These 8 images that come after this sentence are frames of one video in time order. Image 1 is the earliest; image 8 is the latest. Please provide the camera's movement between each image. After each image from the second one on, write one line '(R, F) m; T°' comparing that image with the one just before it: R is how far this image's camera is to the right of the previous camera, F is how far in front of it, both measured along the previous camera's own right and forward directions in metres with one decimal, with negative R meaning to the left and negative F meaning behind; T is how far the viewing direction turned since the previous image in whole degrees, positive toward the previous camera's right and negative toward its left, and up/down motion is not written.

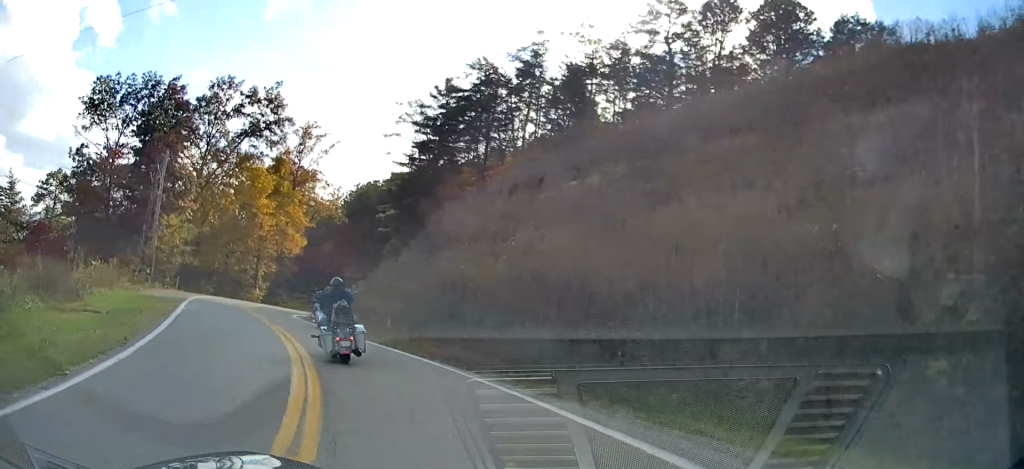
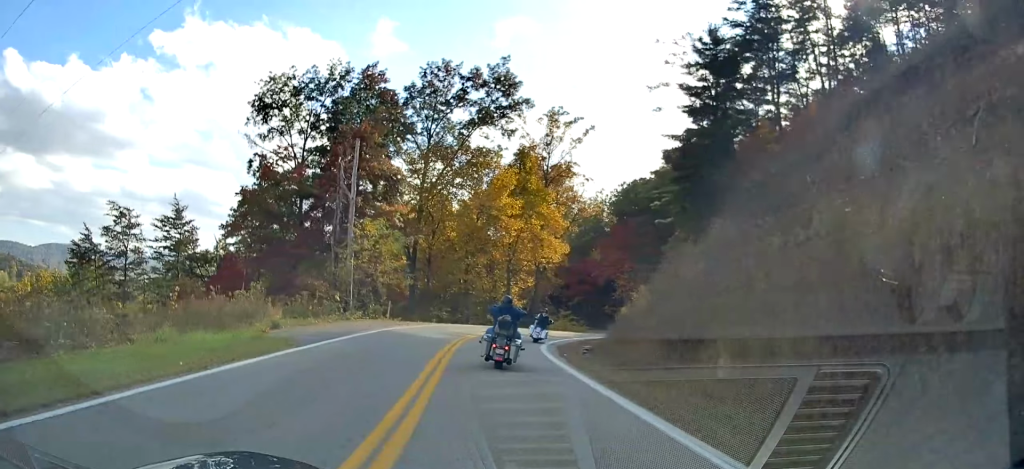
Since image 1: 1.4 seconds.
(-2.5, +13.3) m; -20°
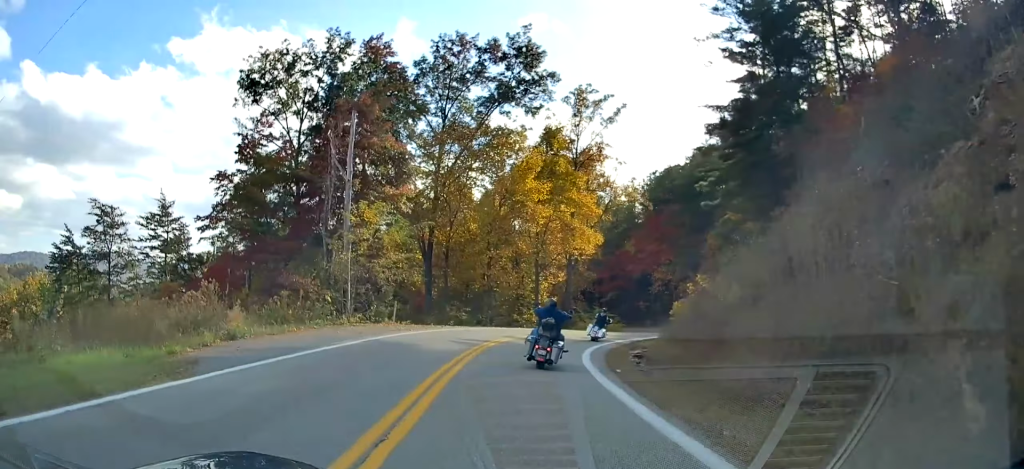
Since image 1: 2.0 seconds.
(-0.5, +6.2) m; -11°
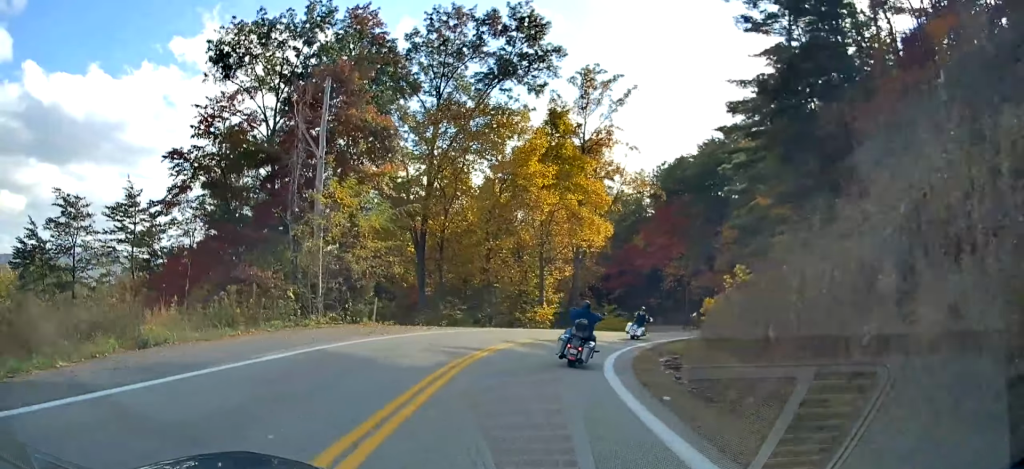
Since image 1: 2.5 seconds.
(+0.3, +4.8) m; -8°
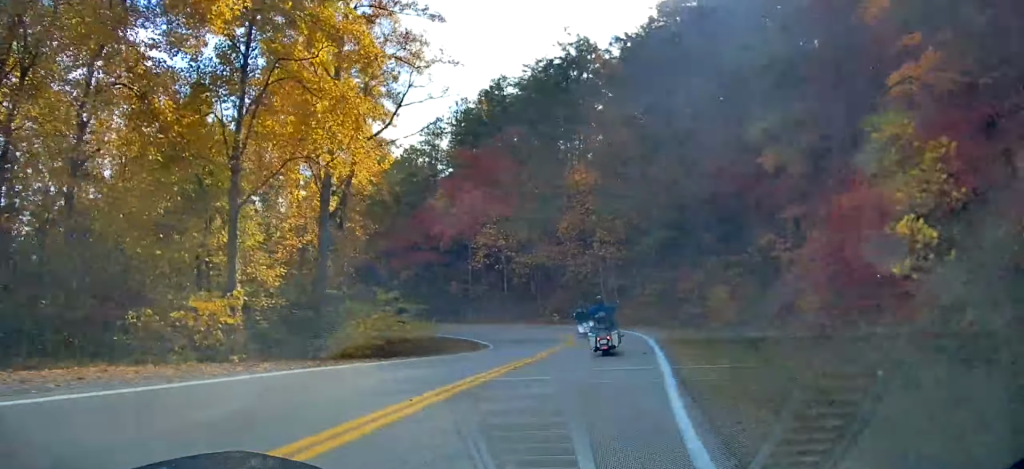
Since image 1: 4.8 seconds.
(+0.7, +28.0) m; +15°
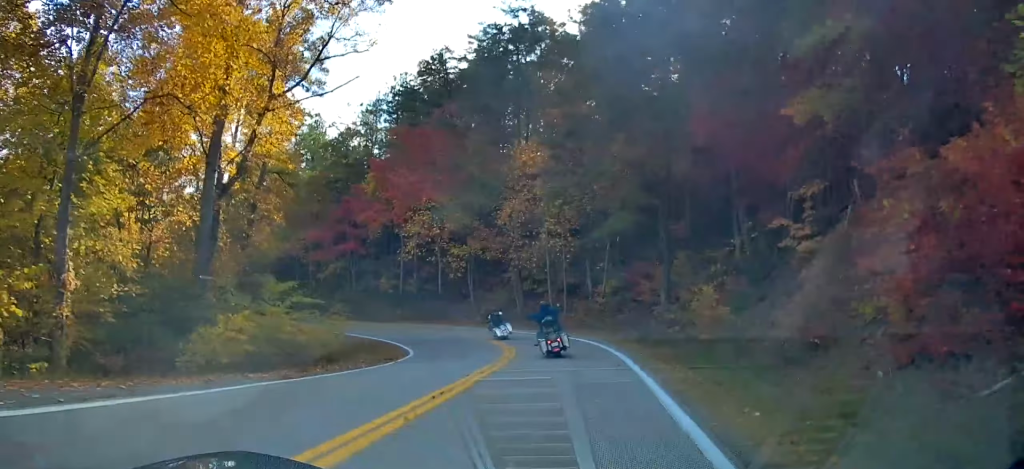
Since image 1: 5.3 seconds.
(+0.1, +6.9) m; +4°
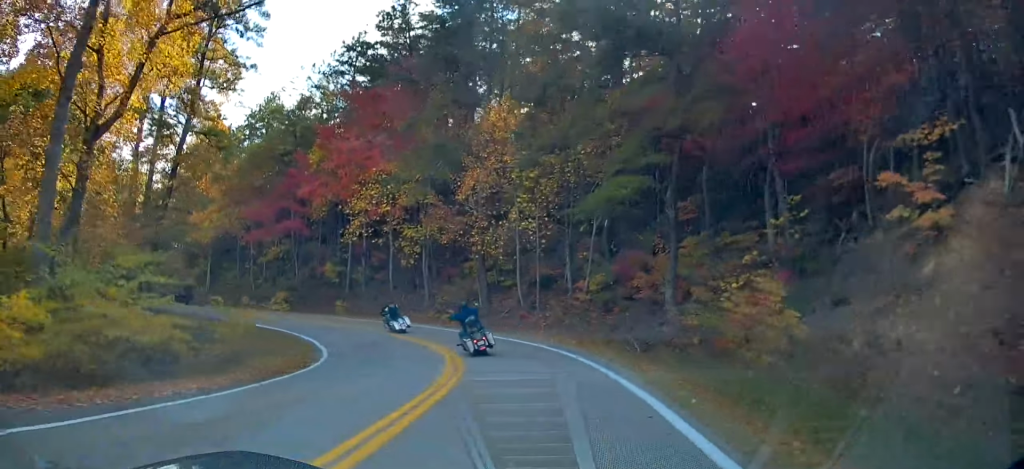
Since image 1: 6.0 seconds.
(+0.4, +8.1) m; 0°
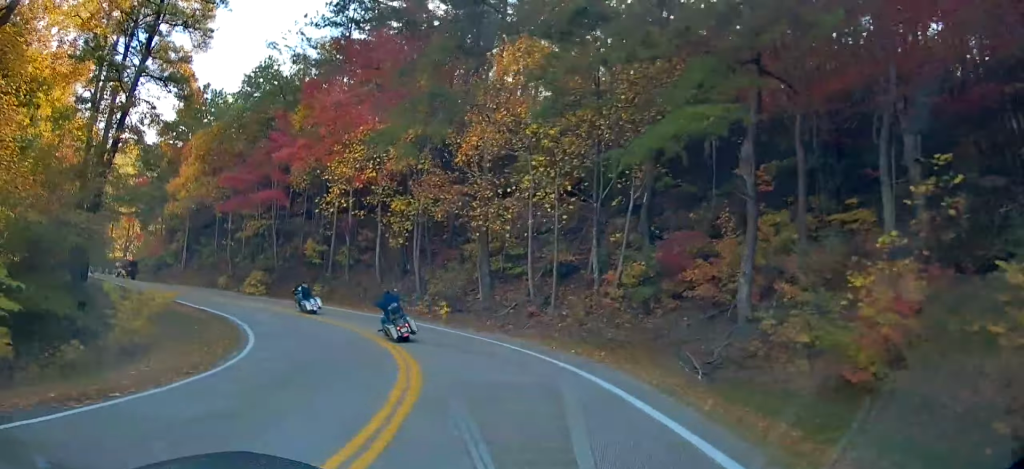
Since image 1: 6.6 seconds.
(+0.3, +7.6) m; -2°
